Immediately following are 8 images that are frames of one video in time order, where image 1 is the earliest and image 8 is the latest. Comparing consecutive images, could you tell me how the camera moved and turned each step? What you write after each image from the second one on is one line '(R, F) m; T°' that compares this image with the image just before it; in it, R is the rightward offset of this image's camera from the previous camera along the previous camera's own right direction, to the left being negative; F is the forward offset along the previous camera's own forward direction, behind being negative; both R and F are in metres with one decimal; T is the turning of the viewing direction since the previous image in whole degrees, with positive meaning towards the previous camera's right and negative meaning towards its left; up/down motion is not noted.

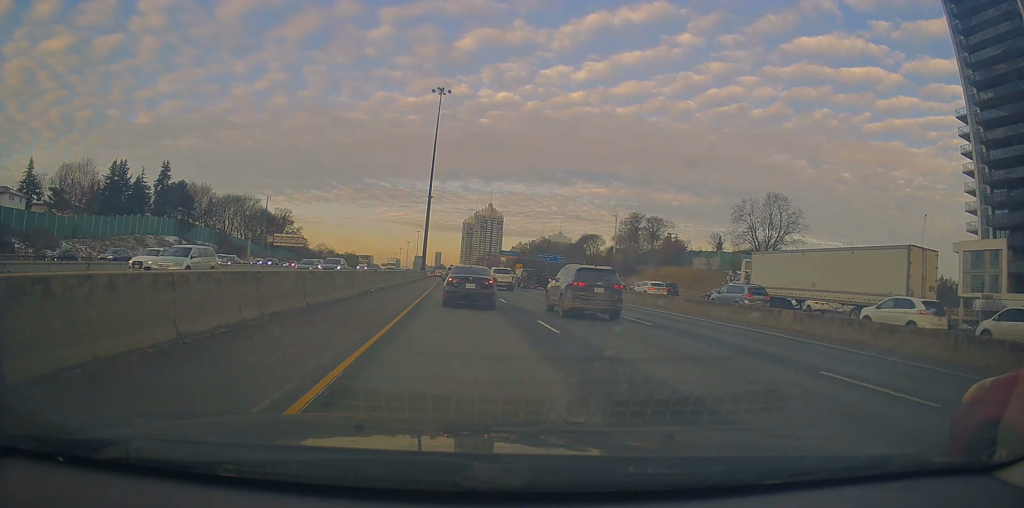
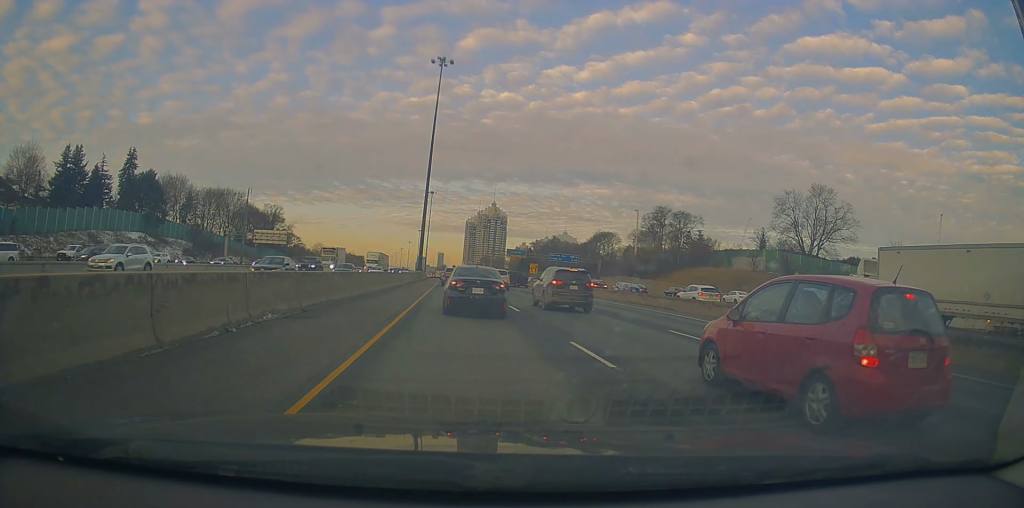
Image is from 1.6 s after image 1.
(+0.5, +17.7) m; +2°
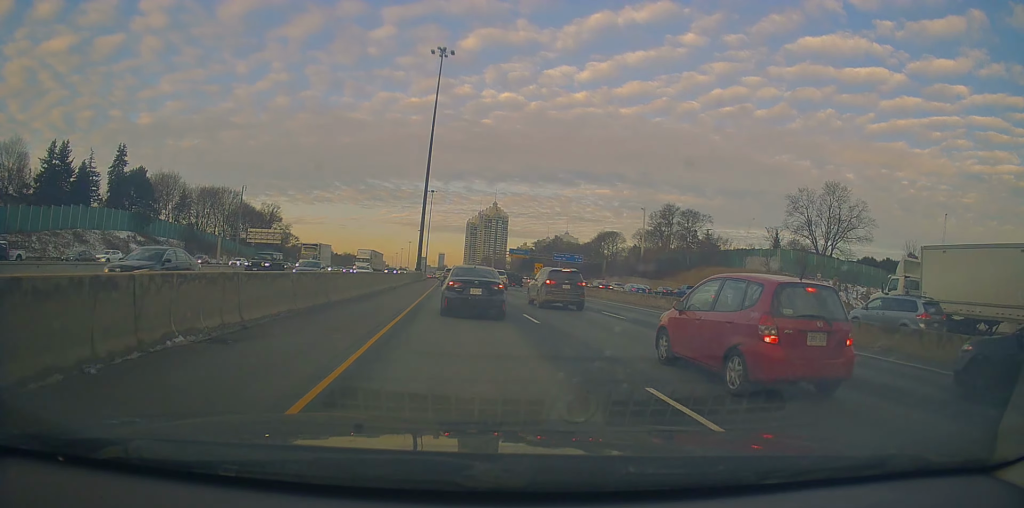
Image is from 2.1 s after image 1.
(0.0, +4.8) m; 0°
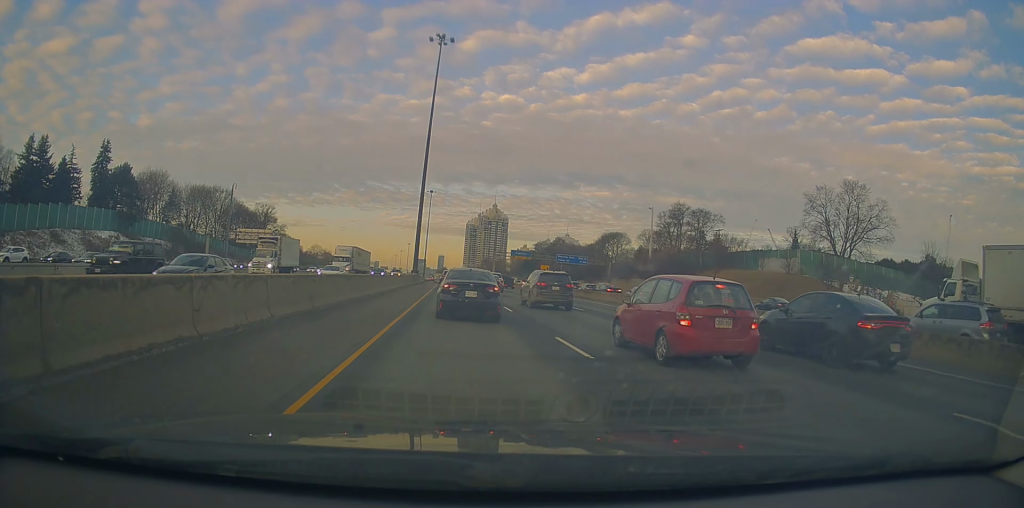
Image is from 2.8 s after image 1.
(-0.1, +6.2) m; 0°
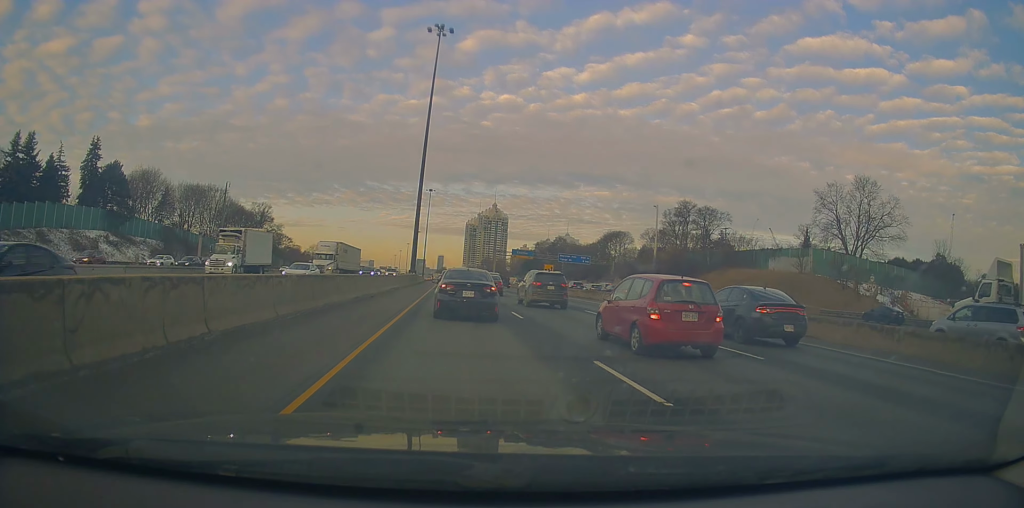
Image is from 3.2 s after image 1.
(0.0, +3.6) m; 0°
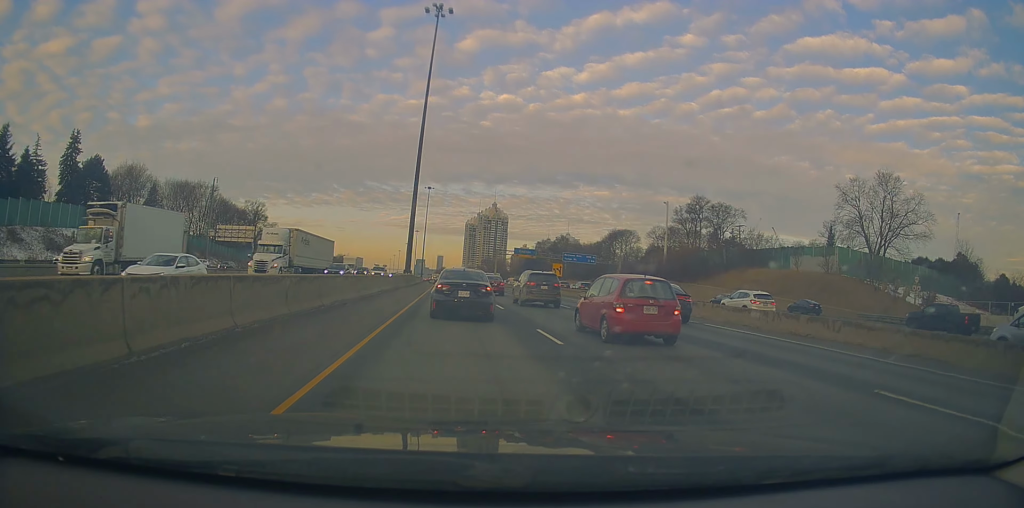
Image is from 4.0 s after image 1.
(0.0, +6.5) m; +3°
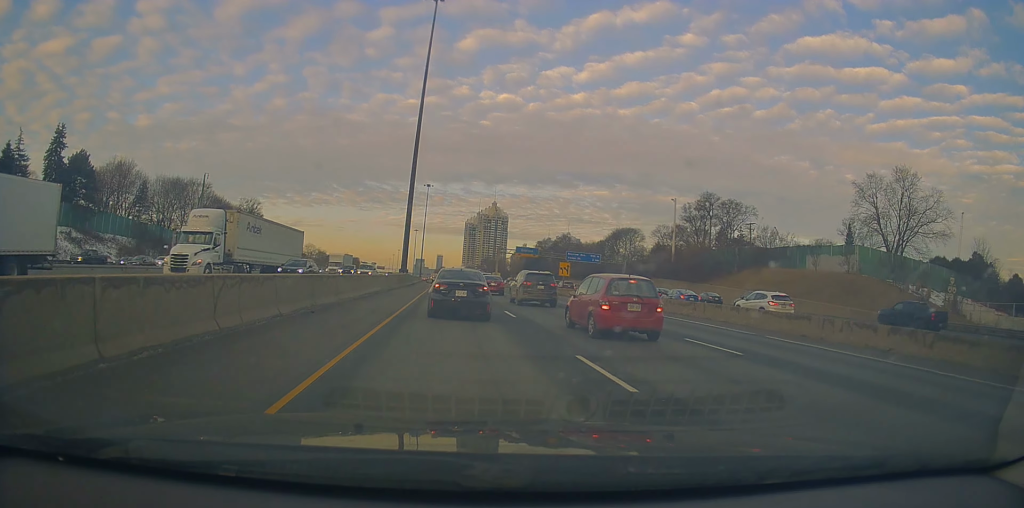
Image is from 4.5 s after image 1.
(+0.1, +4.6) m; 0°
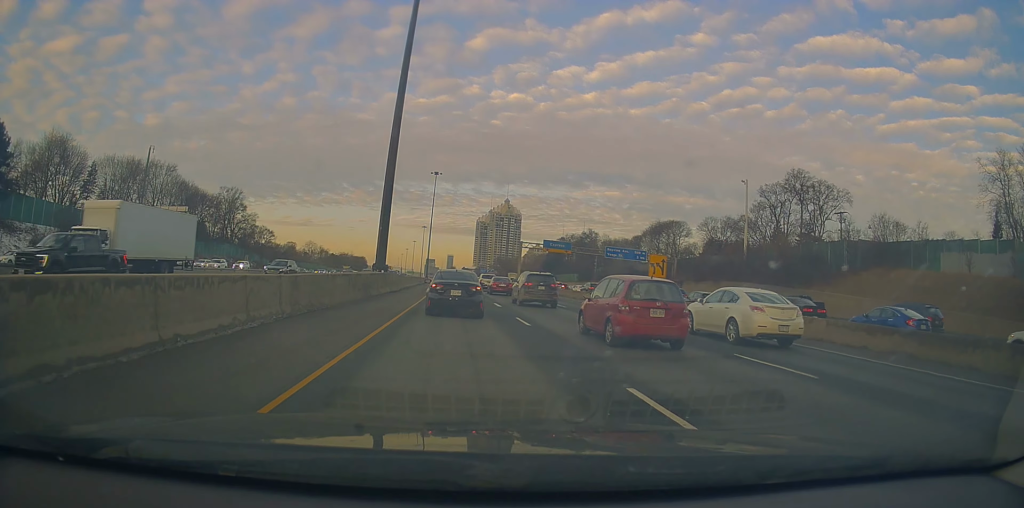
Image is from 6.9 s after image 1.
(-1.4, +24.9) m; -5°
